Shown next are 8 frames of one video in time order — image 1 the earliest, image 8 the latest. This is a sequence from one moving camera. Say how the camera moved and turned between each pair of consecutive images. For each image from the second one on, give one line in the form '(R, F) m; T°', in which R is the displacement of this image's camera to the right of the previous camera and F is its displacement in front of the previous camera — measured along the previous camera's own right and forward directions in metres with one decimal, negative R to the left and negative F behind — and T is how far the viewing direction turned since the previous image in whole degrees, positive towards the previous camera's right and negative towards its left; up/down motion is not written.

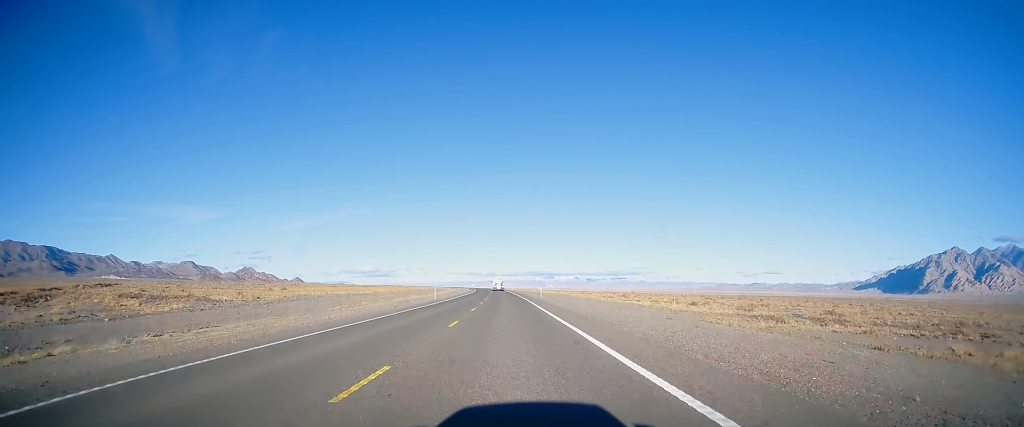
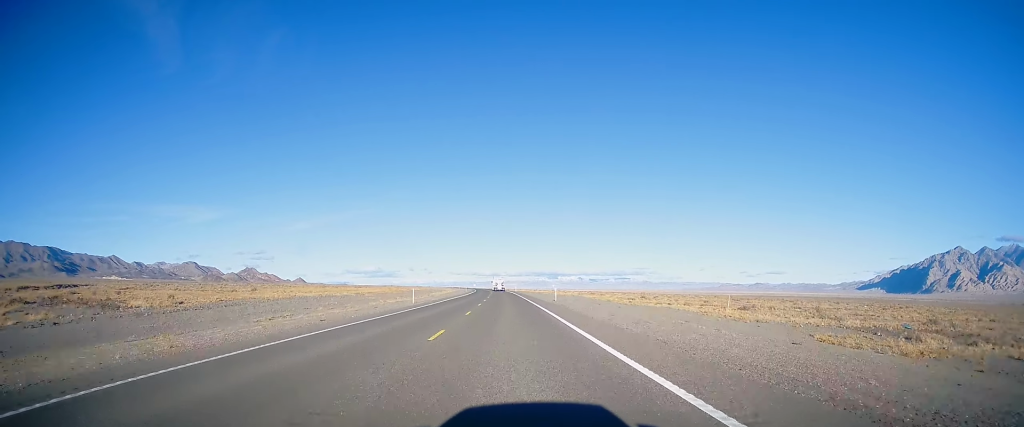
(-0.1, +16.9) m; 0°
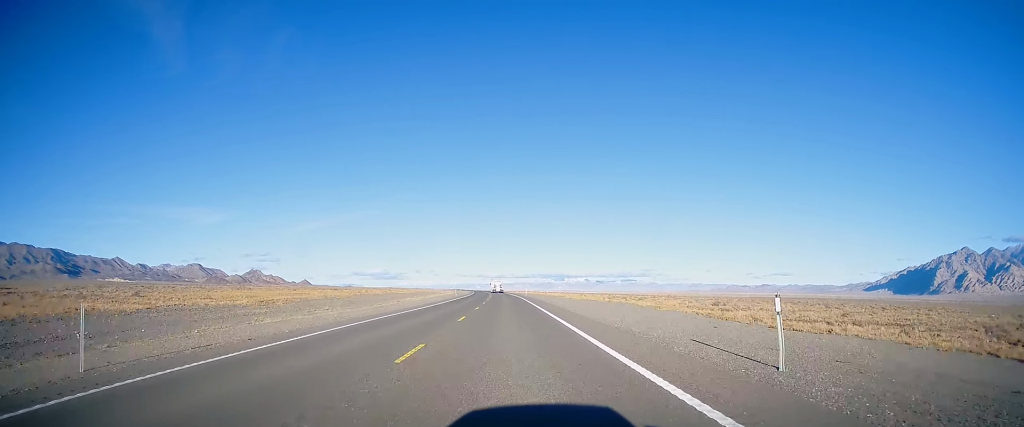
(-0.1, +40.1) m; -1°
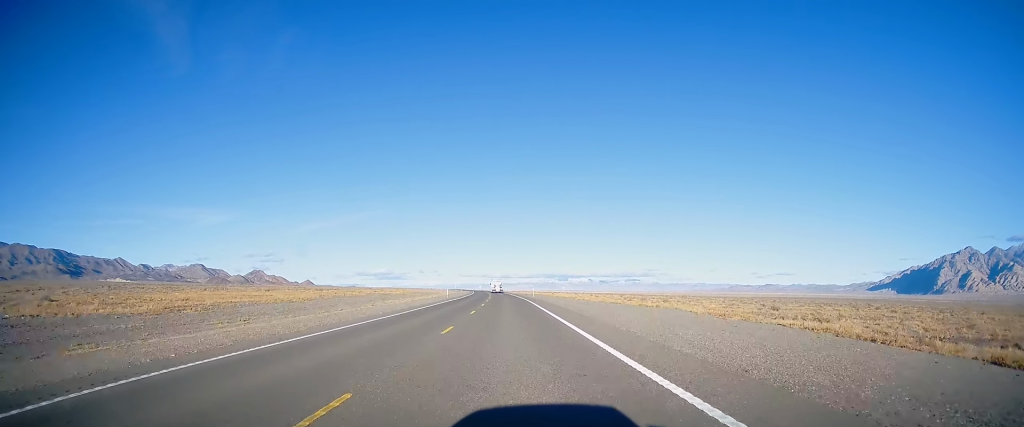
(0.0, +18.0) m; 0°
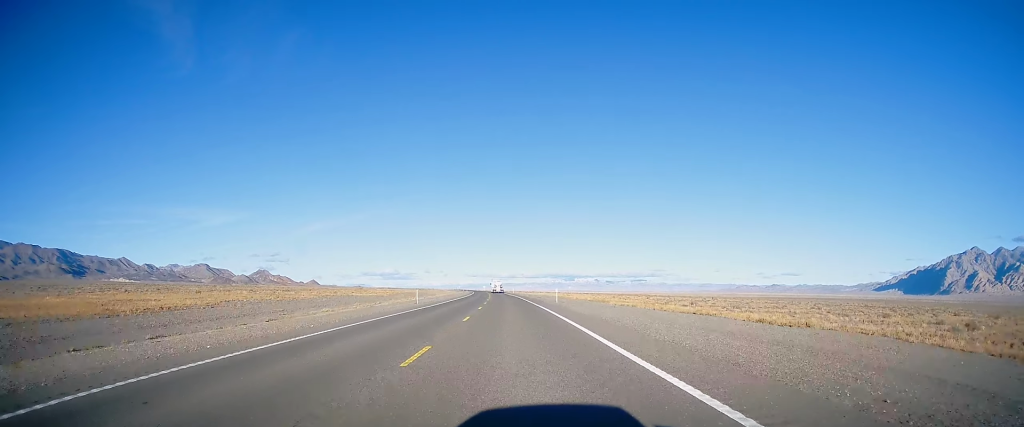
(-0.2, +30.9) m; -1°
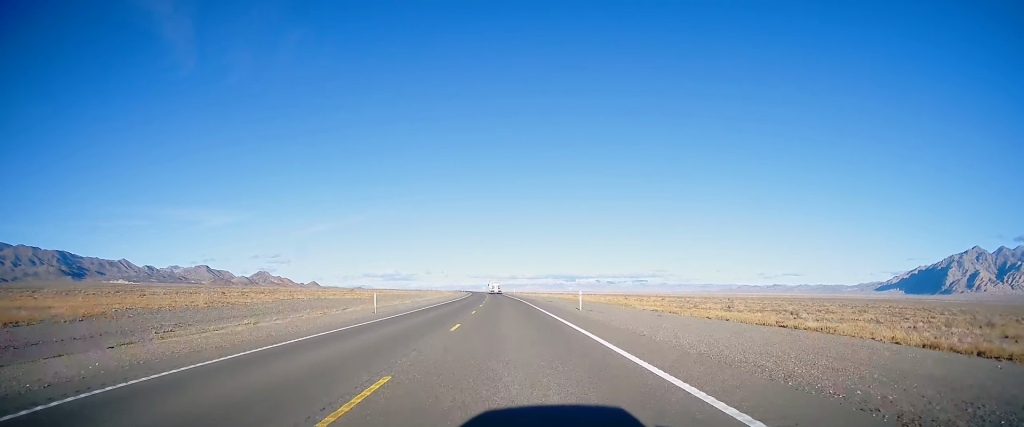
(+0.1, +16.1) m; 0°
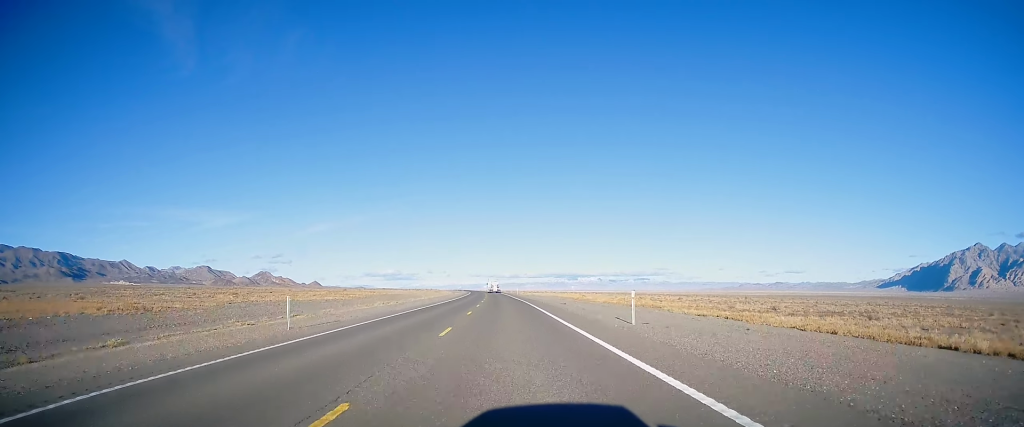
(0.0, +14.0) m; 0°
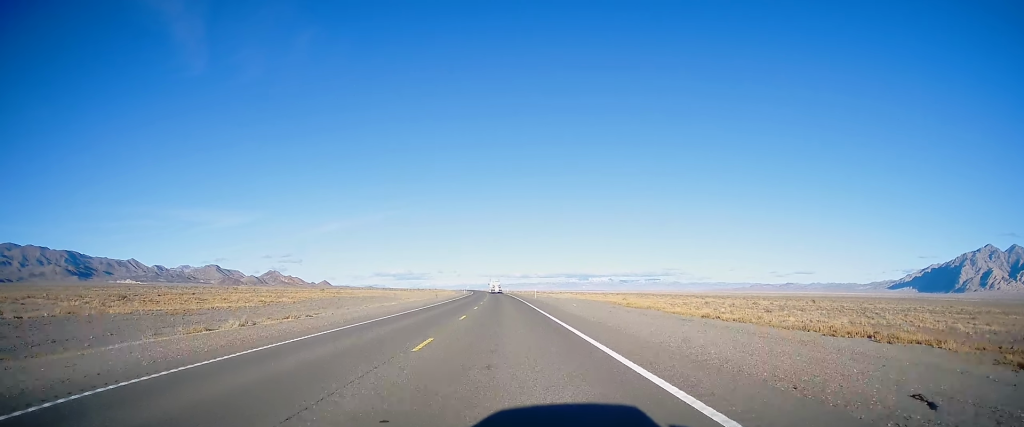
(-0.4, +40.2) m; -1°
